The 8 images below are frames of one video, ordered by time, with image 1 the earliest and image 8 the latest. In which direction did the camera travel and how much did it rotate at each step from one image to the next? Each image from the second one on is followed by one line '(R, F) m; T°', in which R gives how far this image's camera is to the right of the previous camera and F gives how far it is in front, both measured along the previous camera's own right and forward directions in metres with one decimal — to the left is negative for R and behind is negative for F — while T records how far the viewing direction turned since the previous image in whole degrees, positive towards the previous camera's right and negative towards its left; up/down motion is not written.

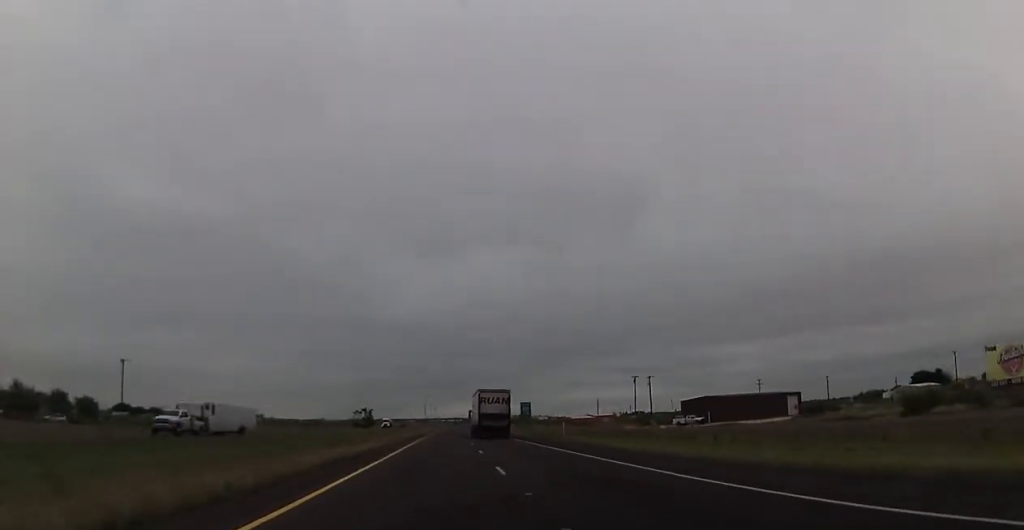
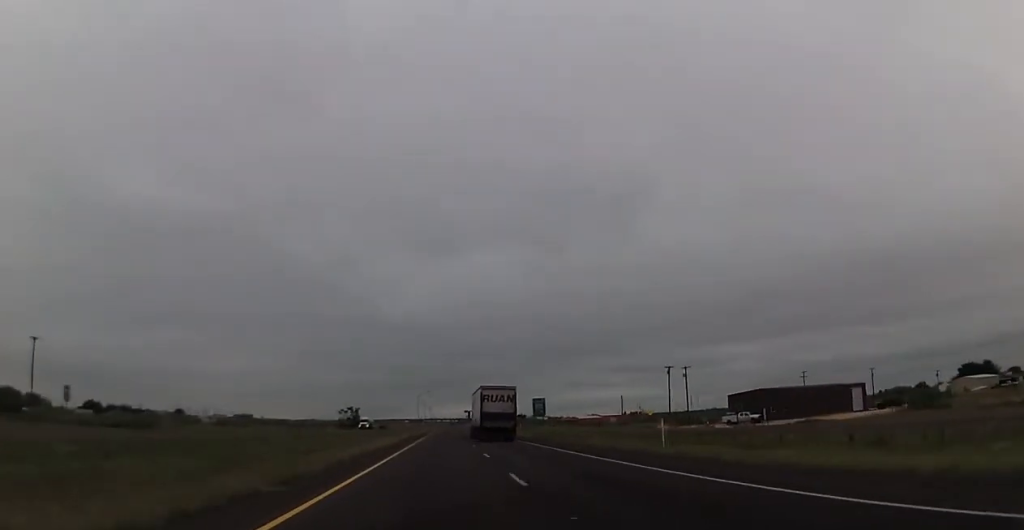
(+0.3, +27.4) m; 0°
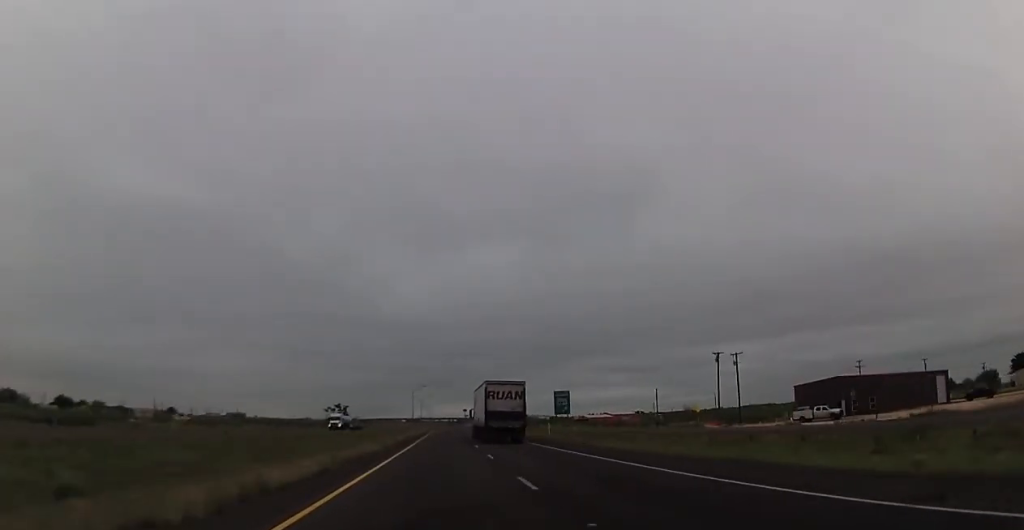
(0.0, +24.9) m; 0°
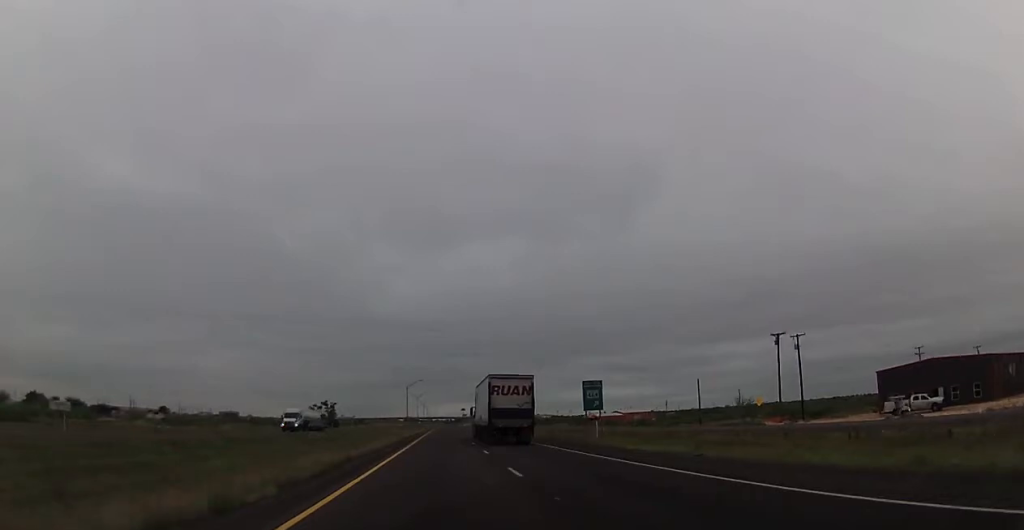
(-0.4, +21.2) m; +1°
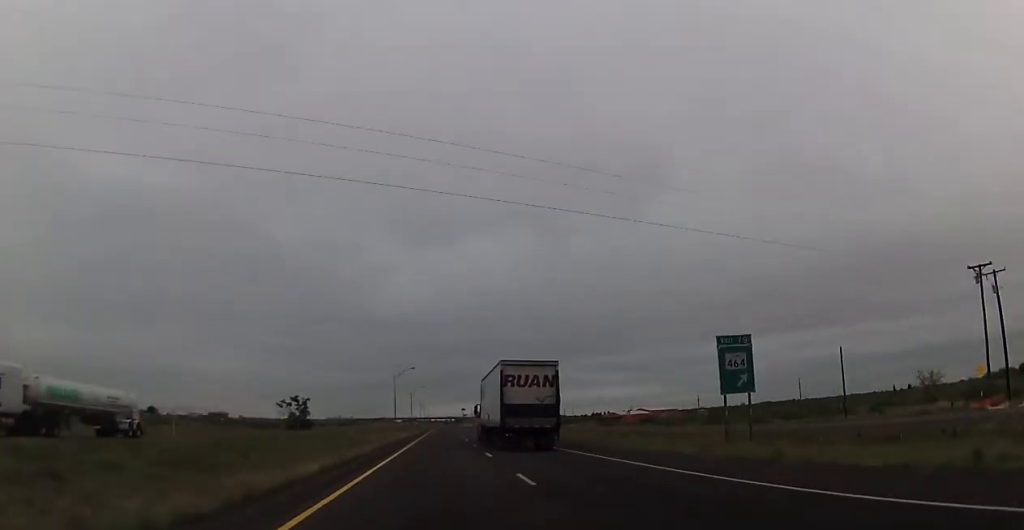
(+0.9, +38.6) m; +1°
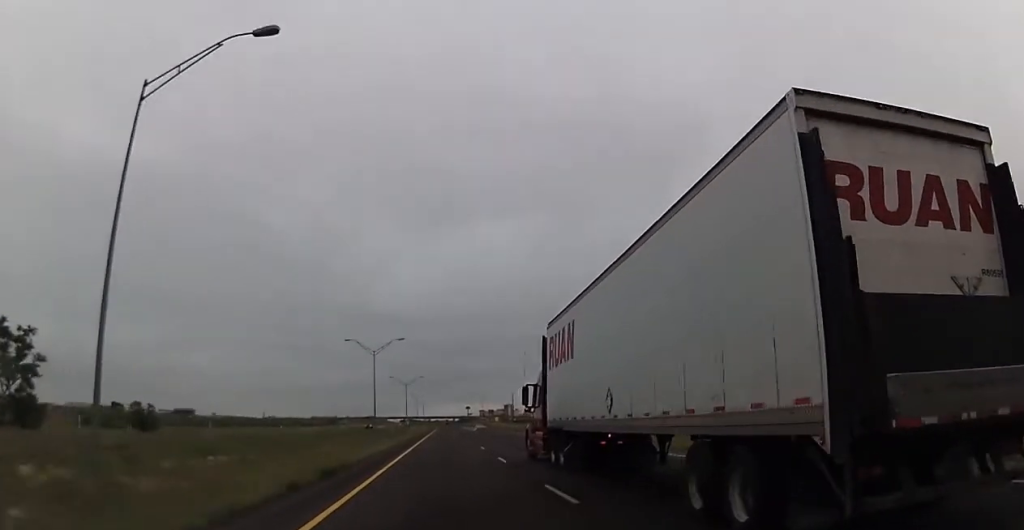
(-1.4, +111.7) m; -1°
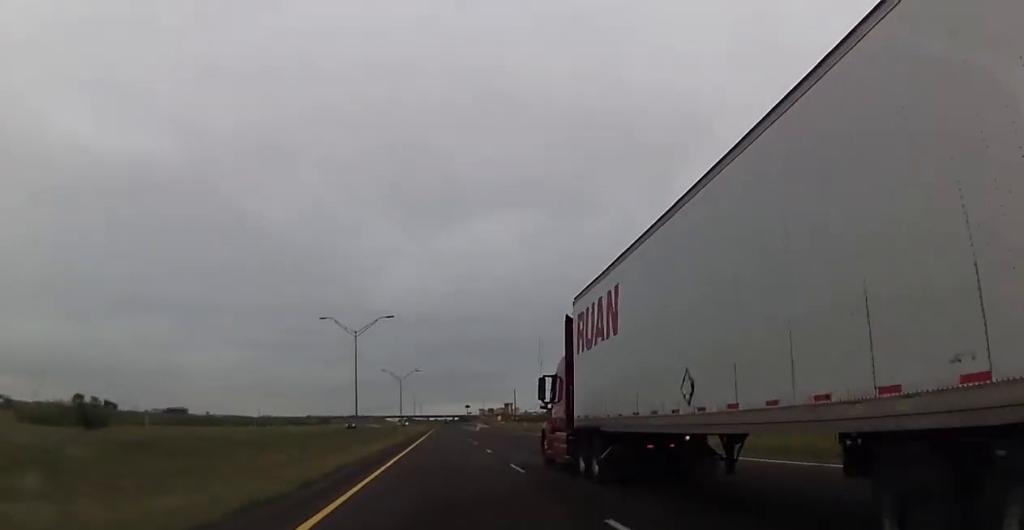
(0.0, +17.3) m; 0°
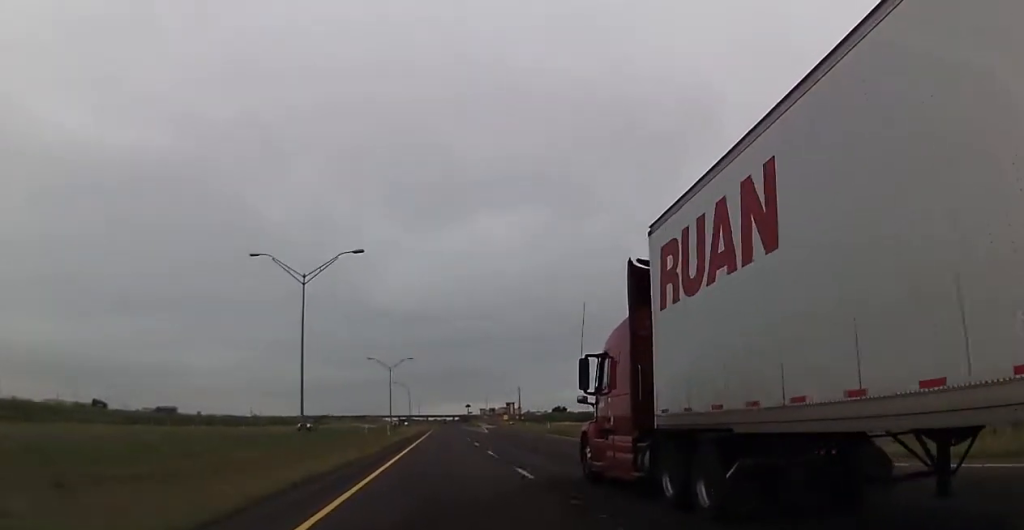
(-0.1, +25.9) m; +1°
